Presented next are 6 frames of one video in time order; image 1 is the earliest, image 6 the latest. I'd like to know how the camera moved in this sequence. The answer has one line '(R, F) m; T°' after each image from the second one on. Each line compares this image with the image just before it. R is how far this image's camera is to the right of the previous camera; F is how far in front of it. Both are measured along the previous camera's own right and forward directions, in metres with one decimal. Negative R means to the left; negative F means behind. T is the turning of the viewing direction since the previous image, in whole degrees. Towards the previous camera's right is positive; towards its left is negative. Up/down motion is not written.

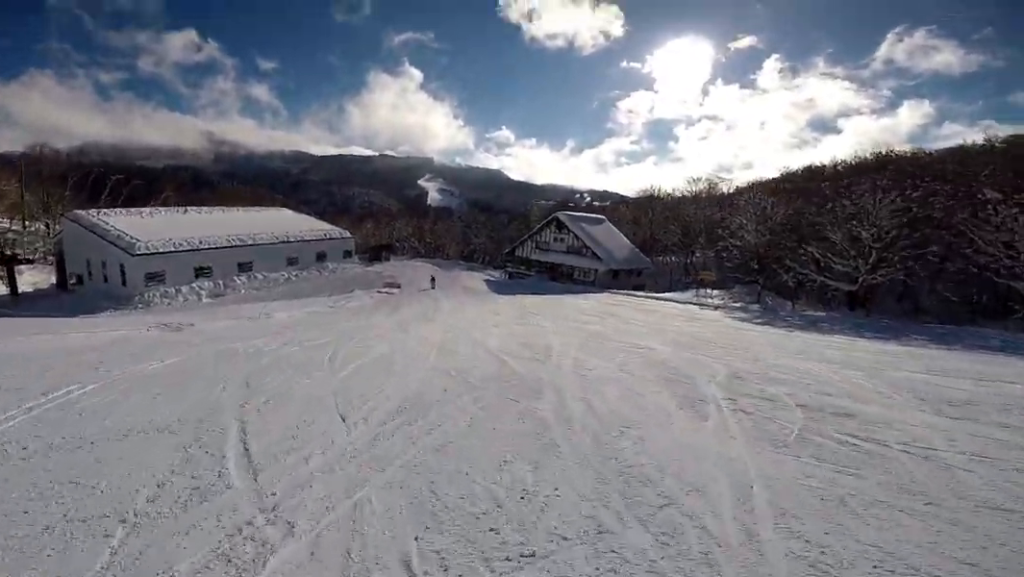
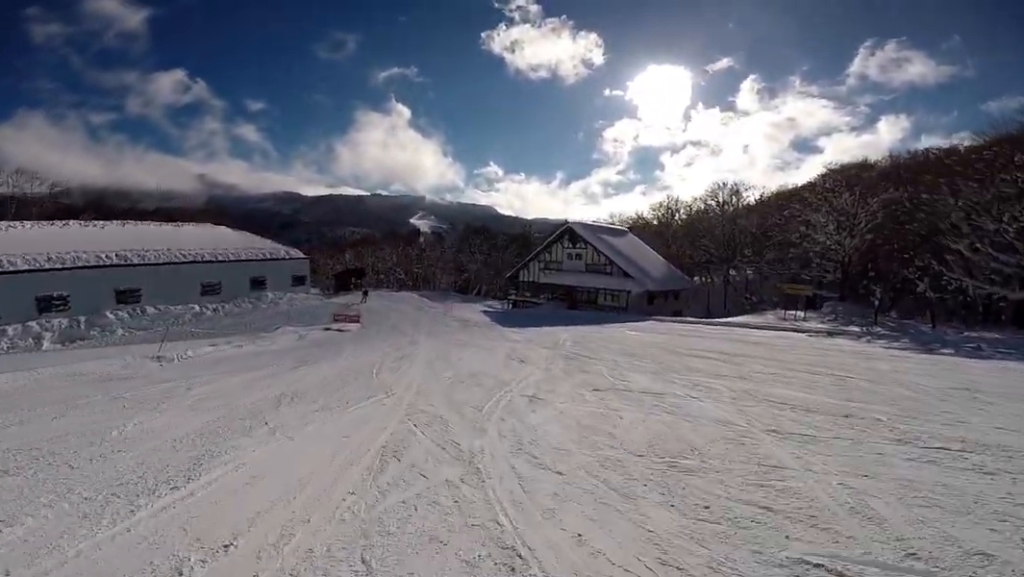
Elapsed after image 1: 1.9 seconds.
(-1.4, +16.5) m; -3°
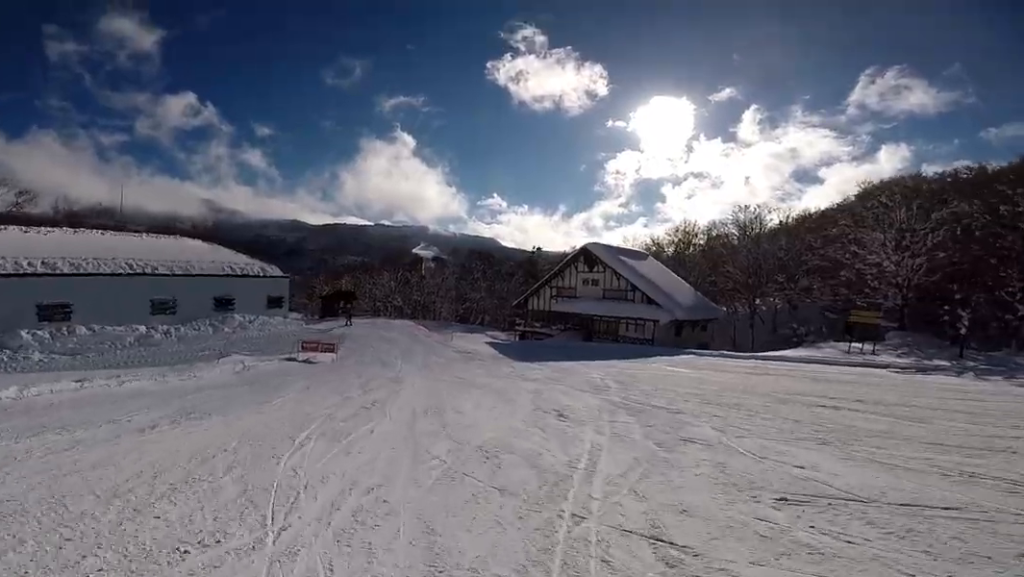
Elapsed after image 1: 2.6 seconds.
(+0.2, +6.6) m; +3°
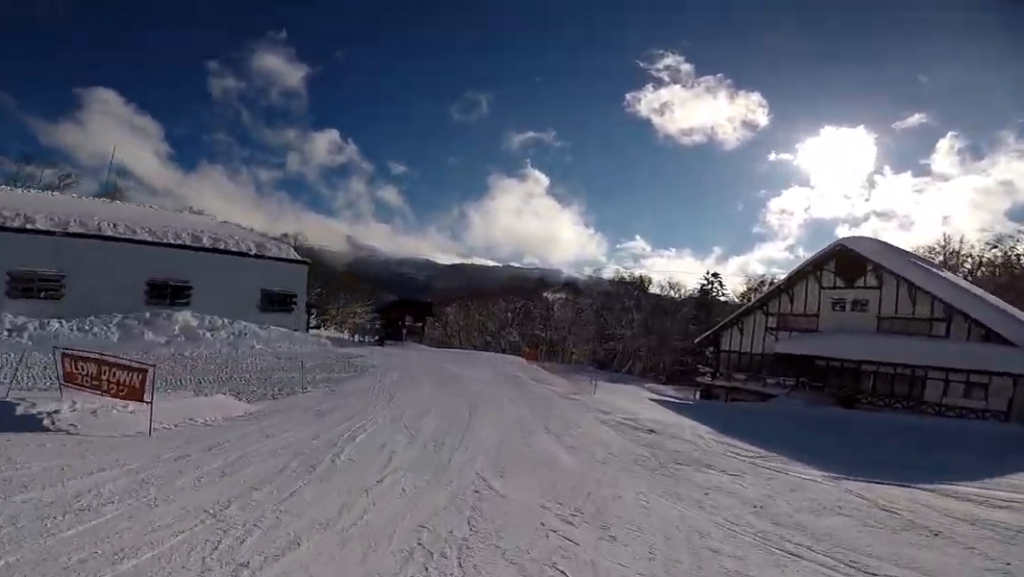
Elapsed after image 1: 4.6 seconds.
(-1.9, +16.8) m; -20°
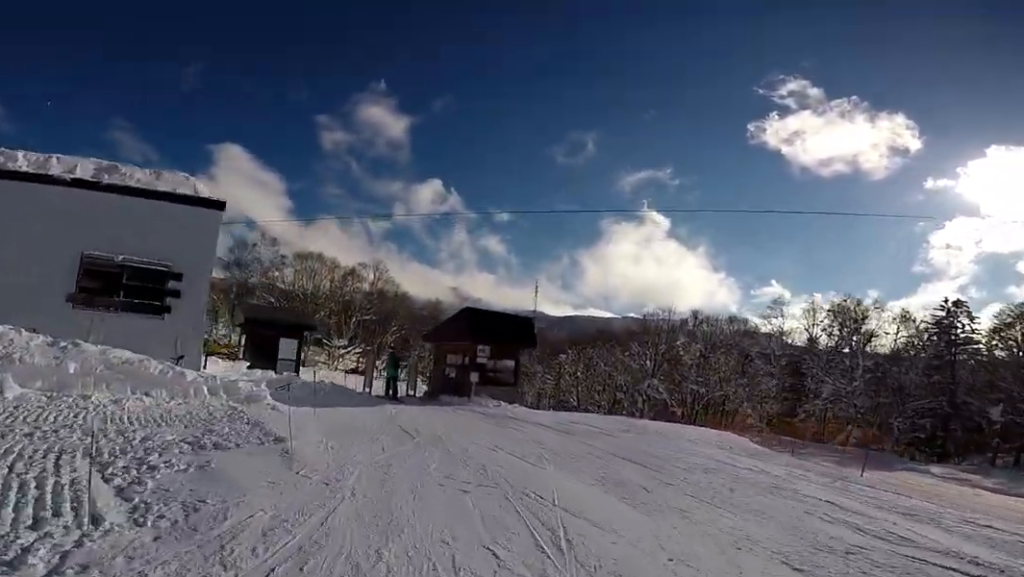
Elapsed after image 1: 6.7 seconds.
(-0.6, +13.2) m; -7°
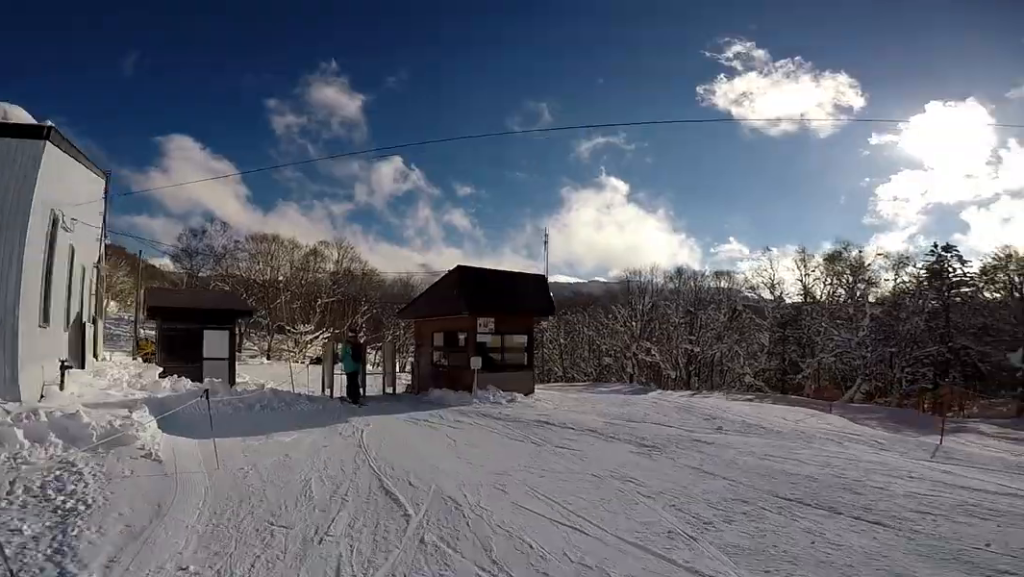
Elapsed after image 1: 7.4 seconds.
(-0.9, +3.2) m; -4°
